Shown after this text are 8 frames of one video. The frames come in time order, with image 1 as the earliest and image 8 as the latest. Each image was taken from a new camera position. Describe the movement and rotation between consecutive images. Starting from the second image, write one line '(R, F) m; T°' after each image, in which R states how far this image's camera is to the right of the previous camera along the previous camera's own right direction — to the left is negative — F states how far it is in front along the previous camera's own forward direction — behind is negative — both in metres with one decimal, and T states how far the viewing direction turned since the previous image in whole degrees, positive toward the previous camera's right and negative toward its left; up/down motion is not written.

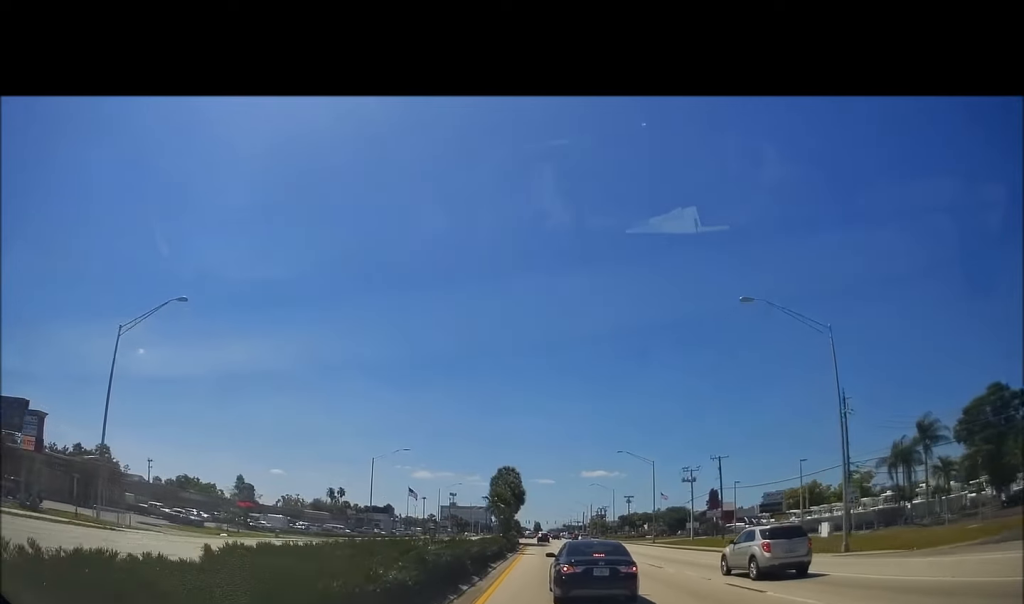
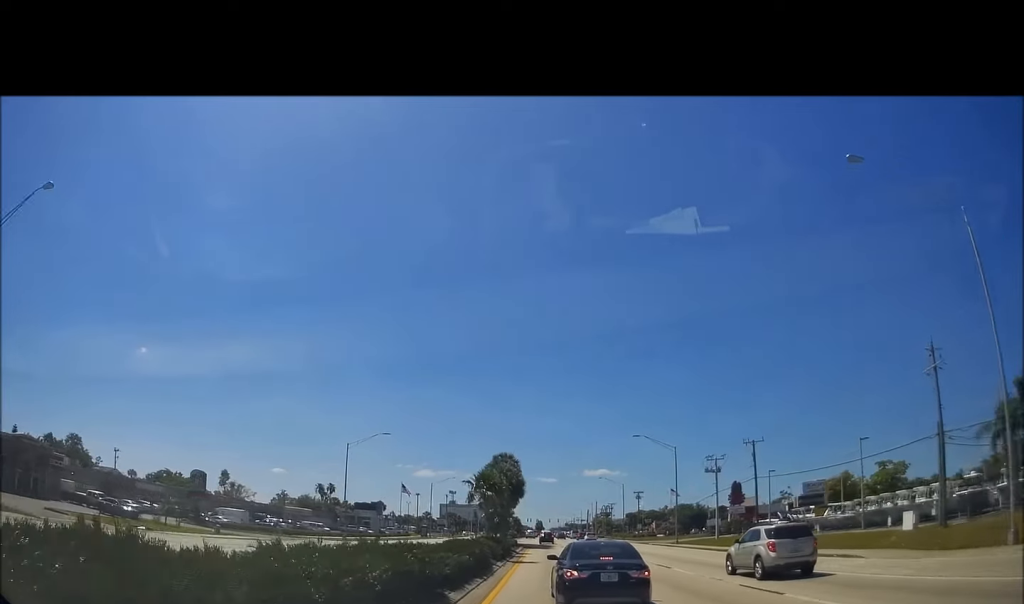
(+0.1, +13.2) m; +1°
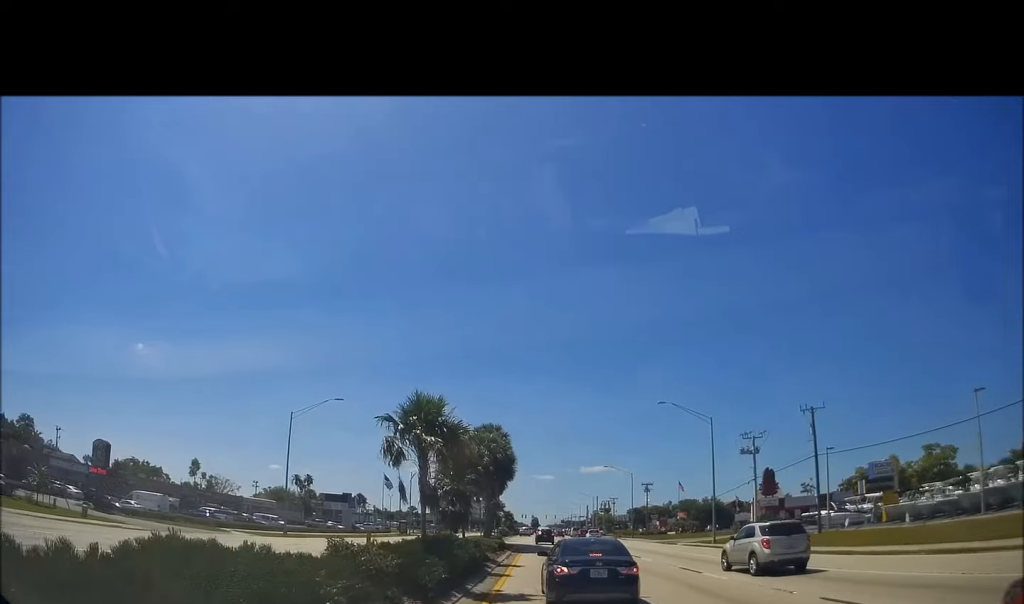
(0.0, +20.1) m; -1°
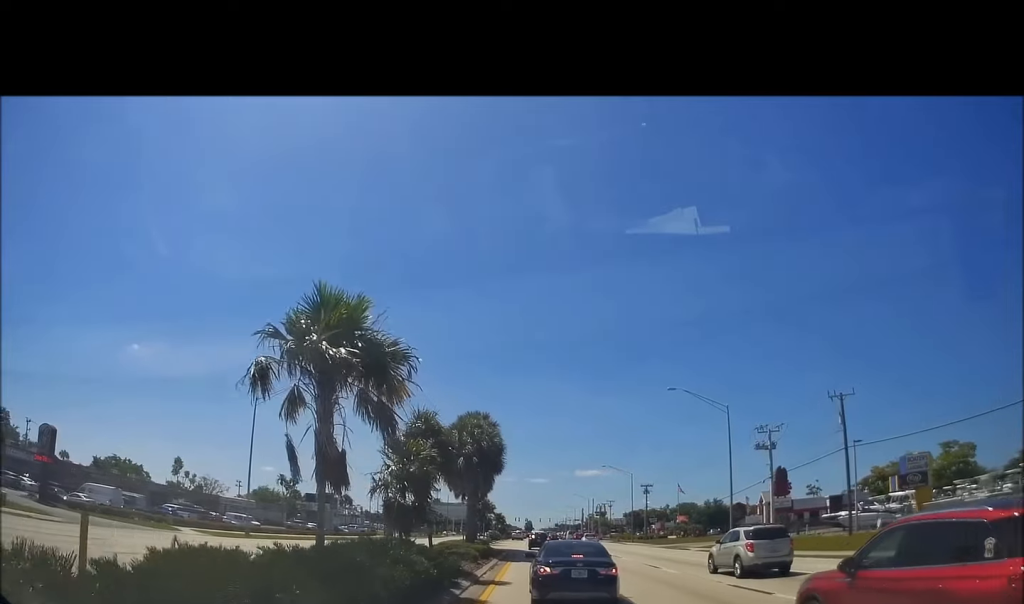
(-0.2, +8.9) m; -1°
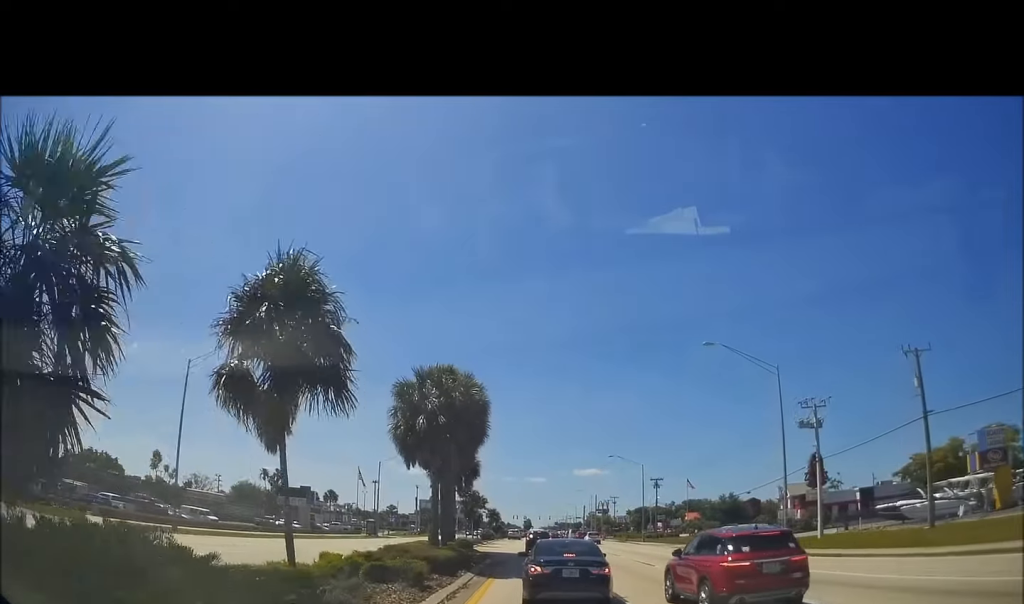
(-0.1, +13.8) m; +1°
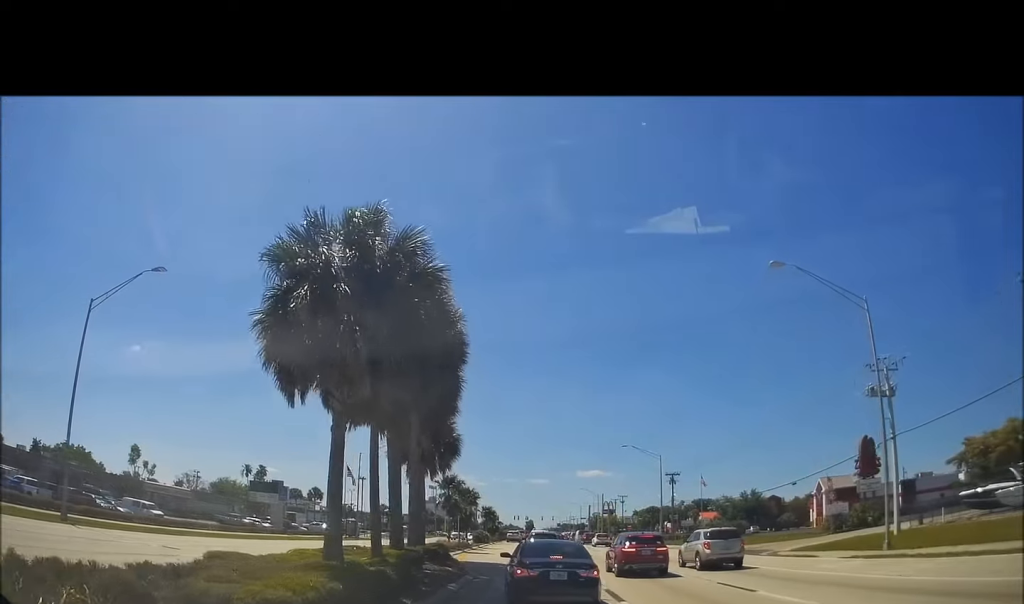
(+0.4, +15.4) m; +1°
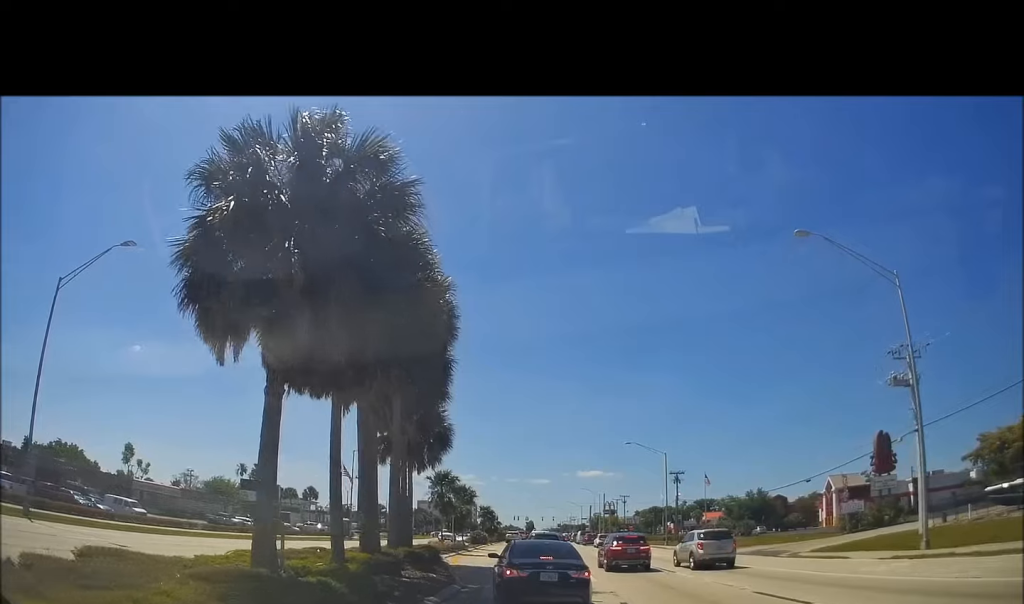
(0.0, +3.9) m; 0°
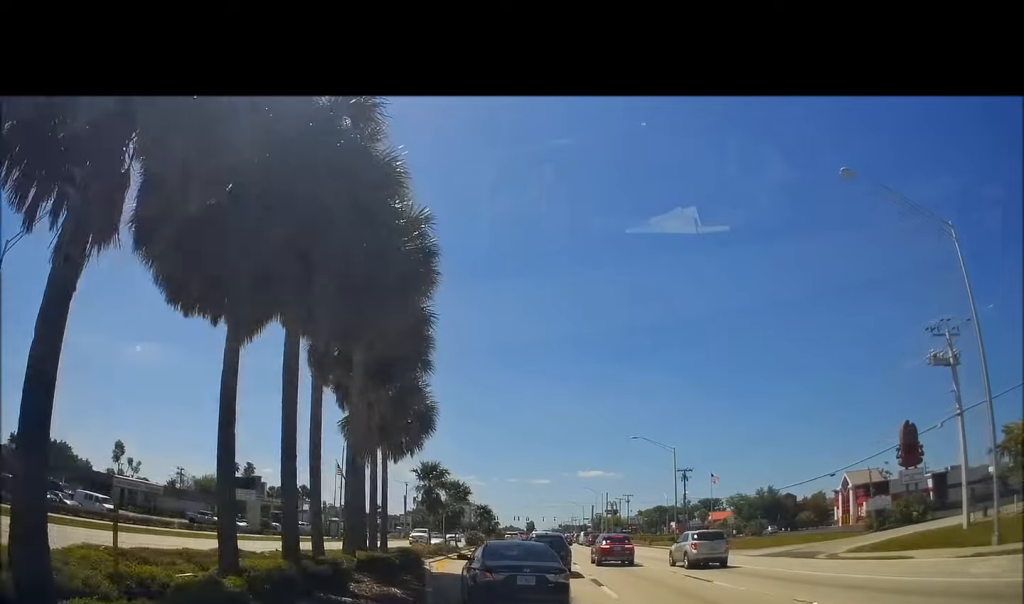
(0.0, +5.4) m; 0°
